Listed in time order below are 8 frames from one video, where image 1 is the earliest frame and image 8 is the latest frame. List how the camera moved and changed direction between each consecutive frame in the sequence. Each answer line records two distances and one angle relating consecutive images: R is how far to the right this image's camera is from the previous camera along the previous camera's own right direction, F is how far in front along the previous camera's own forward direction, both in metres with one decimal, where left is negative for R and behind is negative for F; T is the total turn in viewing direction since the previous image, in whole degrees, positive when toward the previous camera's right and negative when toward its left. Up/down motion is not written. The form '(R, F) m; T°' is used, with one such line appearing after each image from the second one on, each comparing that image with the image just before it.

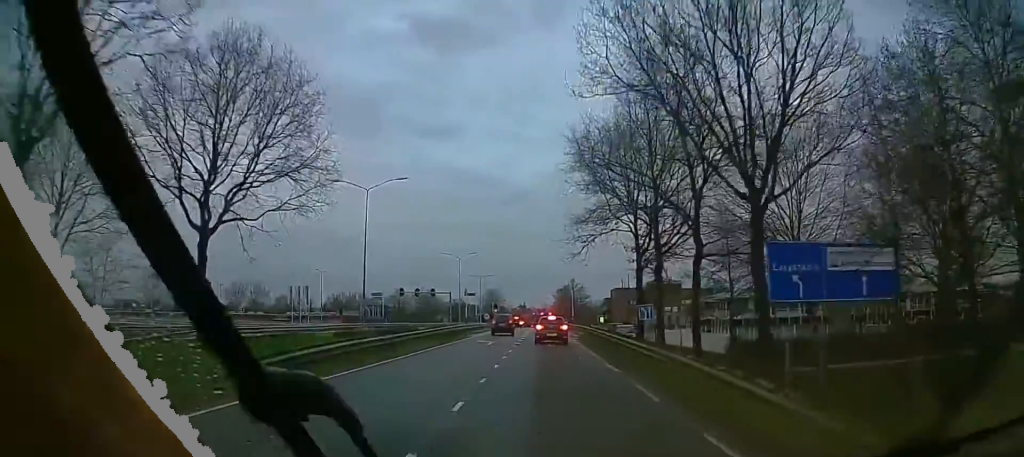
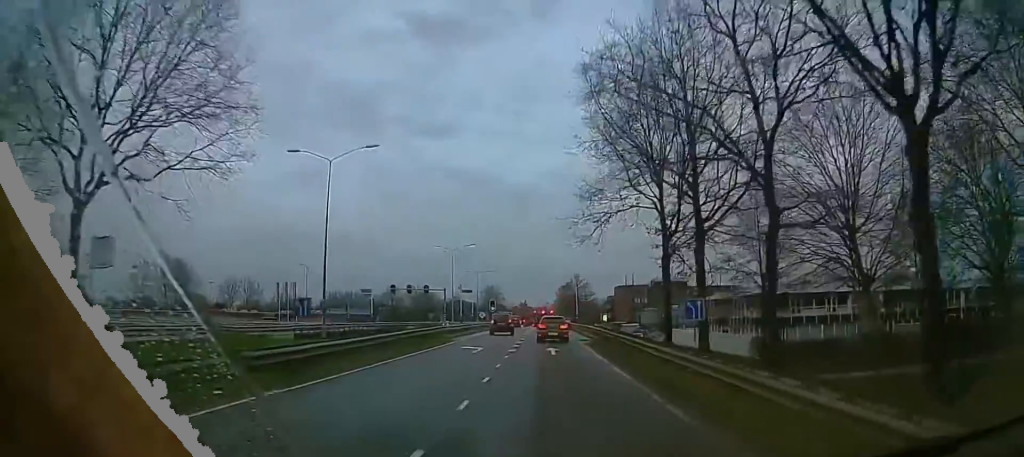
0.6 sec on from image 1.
(+0.1, +7.1) m; 0°
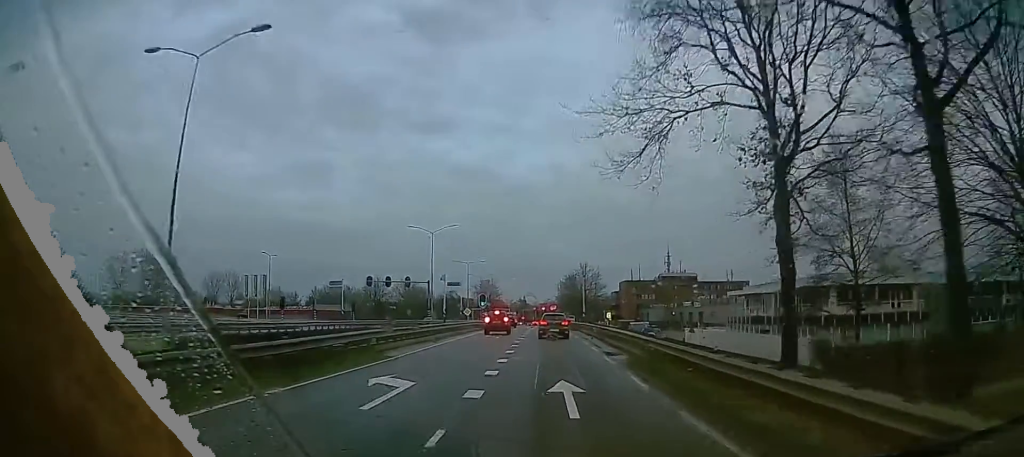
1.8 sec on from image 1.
(0.0, +14.3) m; 0°
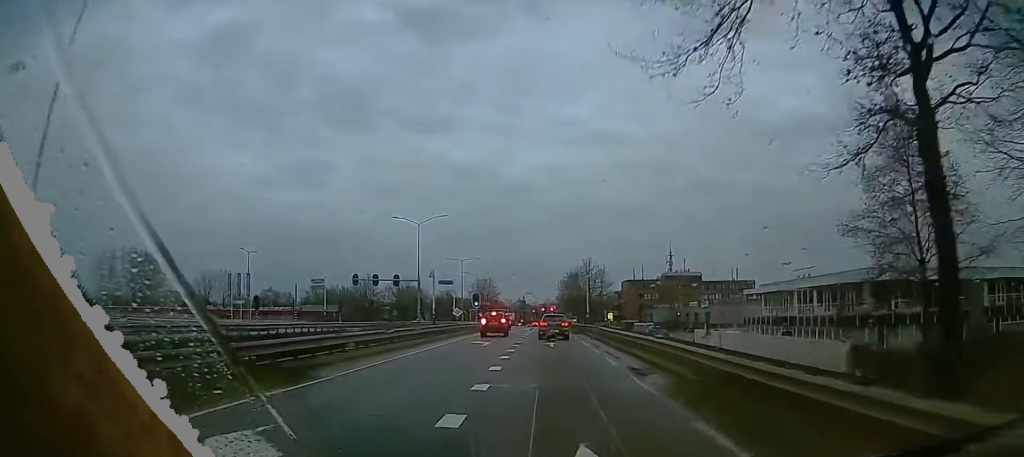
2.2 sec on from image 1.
(-0.2, +6.1) m; 0°
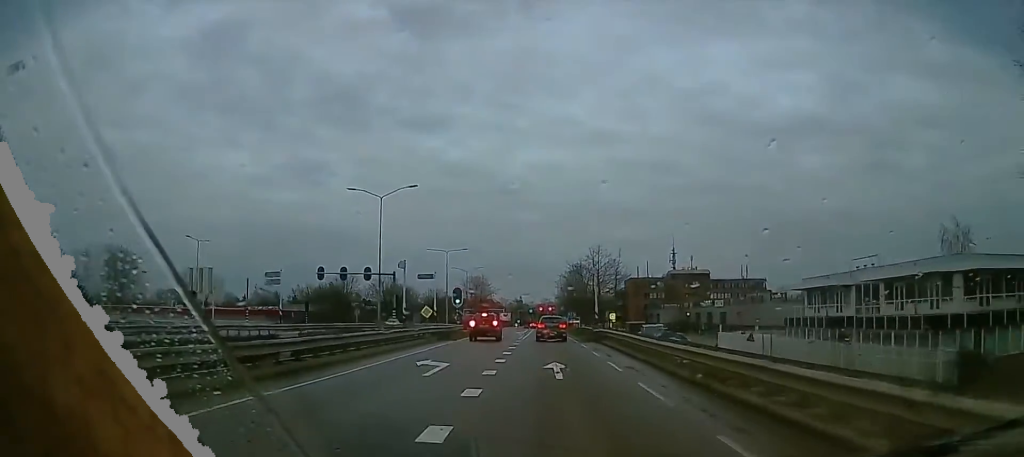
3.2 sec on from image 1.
(+0.4, +12.7) m; +2°
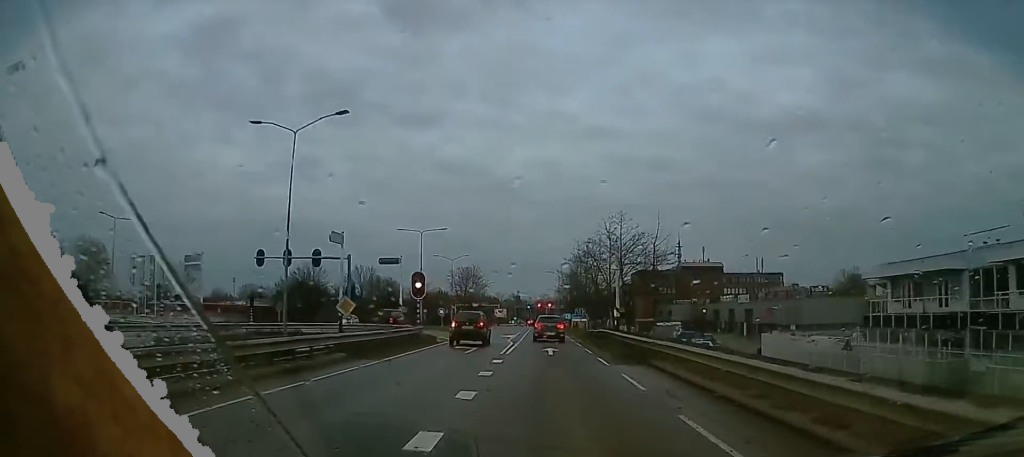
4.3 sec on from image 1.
(-0.1, +17.7) m; -1°
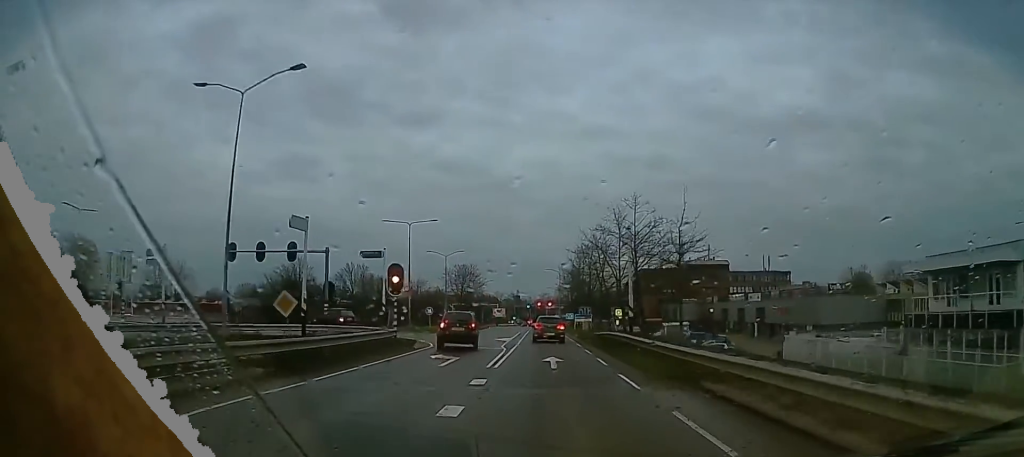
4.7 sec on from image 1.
(0.0, +6.6) m; 0°
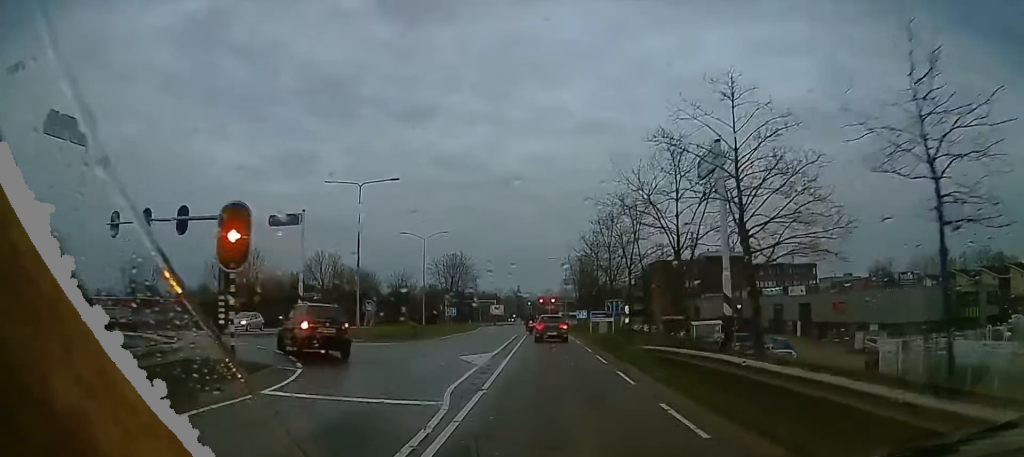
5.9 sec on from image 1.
(-0.1, +17.3) m; -1°
